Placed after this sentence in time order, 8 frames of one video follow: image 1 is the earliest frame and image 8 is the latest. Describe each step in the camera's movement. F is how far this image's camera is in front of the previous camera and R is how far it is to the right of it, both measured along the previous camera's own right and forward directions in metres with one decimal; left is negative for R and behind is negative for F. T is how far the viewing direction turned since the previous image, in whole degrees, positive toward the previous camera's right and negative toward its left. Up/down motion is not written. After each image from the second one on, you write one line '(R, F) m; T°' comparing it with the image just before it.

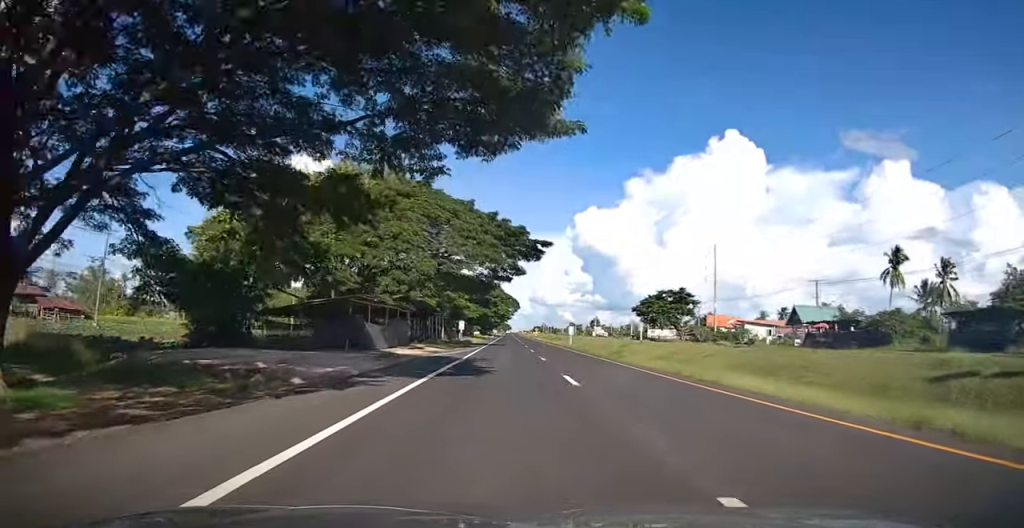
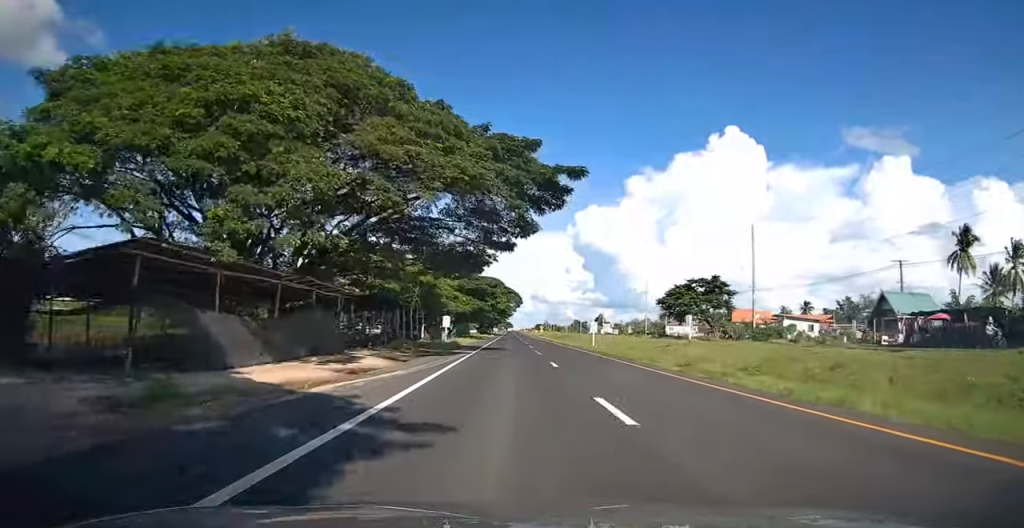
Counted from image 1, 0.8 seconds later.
(0.0, +17.5) m; 0°
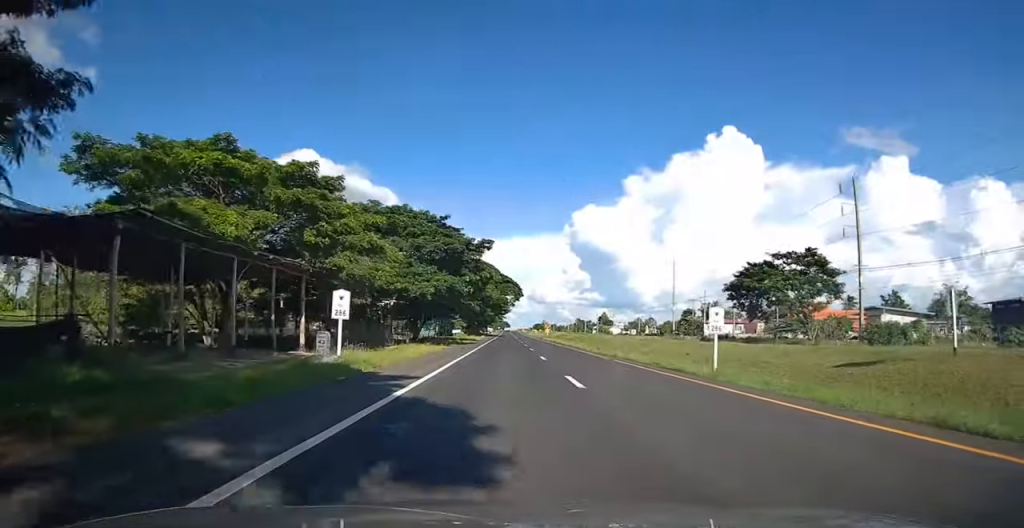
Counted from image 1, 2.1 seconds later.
(+0.1, +31.2) m; 0°
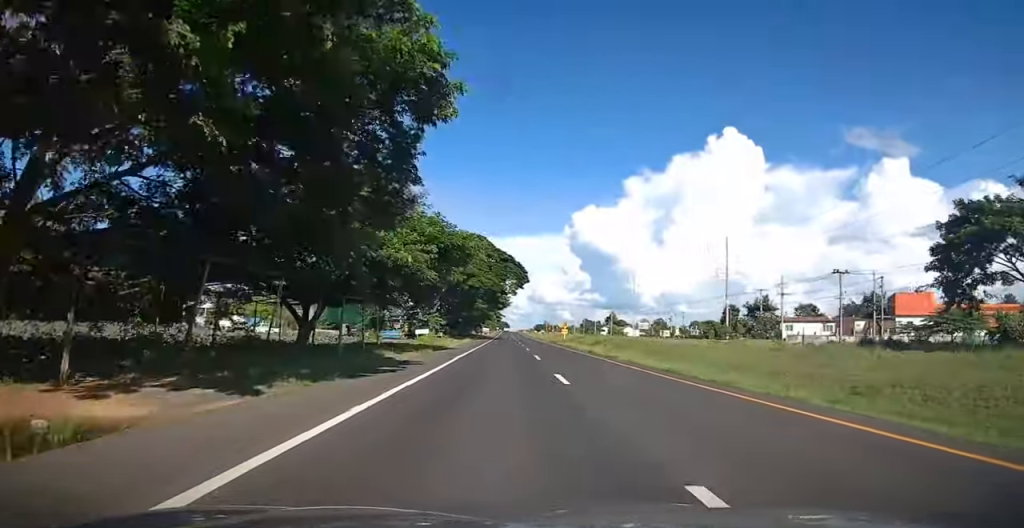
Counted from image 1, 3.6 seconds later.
(-0.1, +34.3) m; 0°
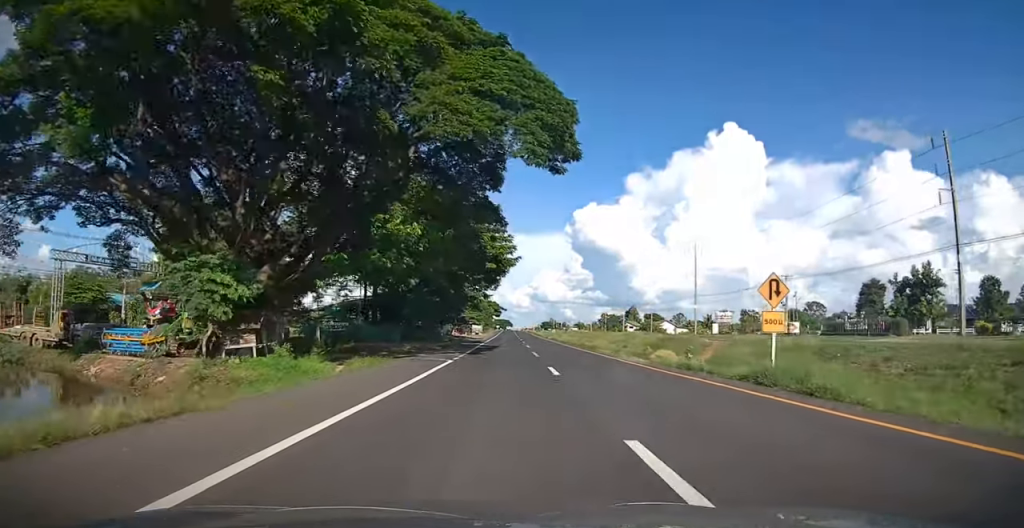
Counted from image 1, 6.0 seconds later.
(-0.1, +58.1) m; 0°
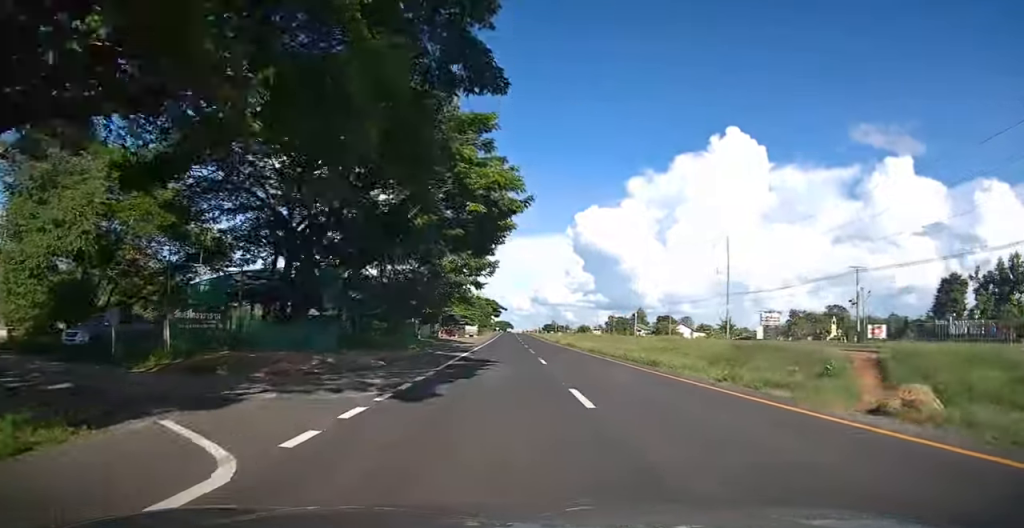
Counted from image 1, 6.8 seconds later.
(0.0, +17.9) m; 0°
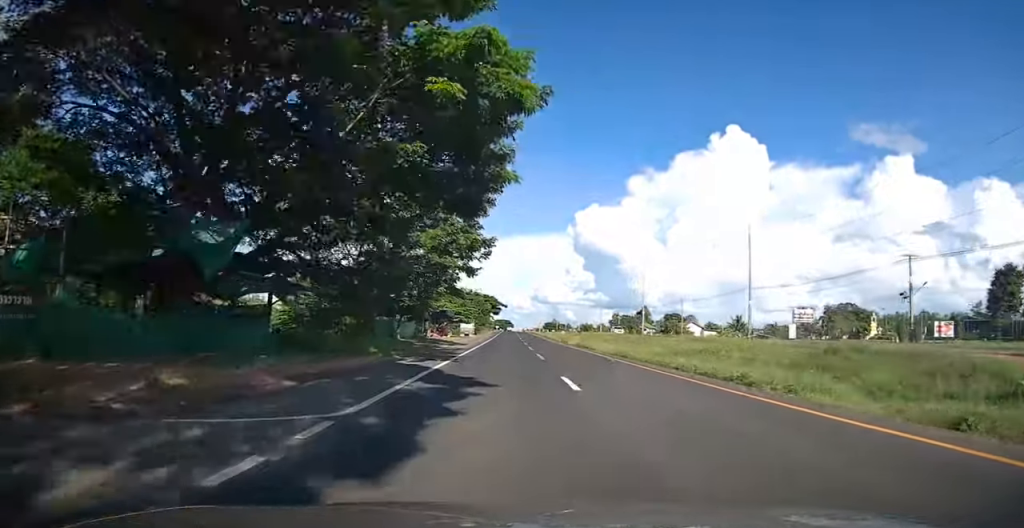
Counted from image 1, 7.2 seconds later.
(+0.1, +9.8) m; 0°
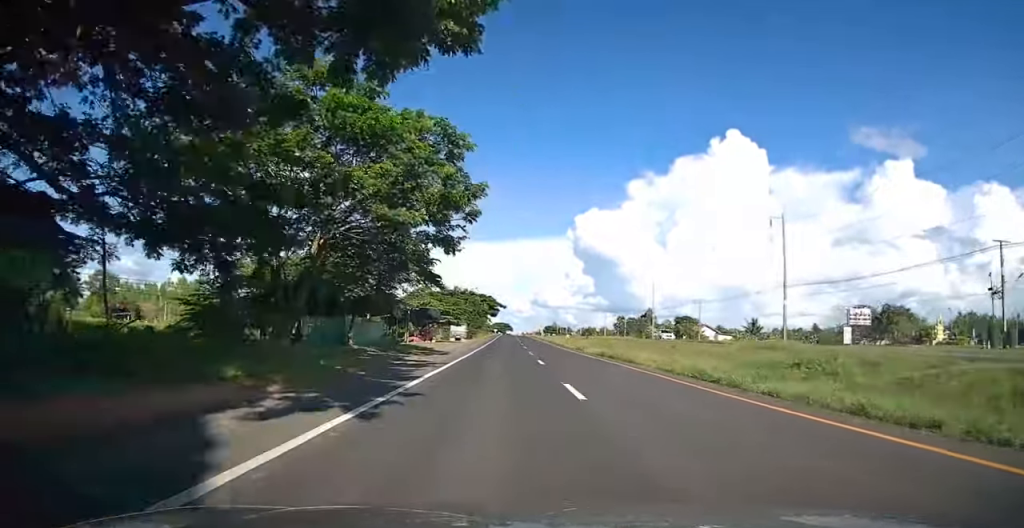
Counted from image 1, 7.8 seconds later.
(0.0, +12.9) m; 0°
